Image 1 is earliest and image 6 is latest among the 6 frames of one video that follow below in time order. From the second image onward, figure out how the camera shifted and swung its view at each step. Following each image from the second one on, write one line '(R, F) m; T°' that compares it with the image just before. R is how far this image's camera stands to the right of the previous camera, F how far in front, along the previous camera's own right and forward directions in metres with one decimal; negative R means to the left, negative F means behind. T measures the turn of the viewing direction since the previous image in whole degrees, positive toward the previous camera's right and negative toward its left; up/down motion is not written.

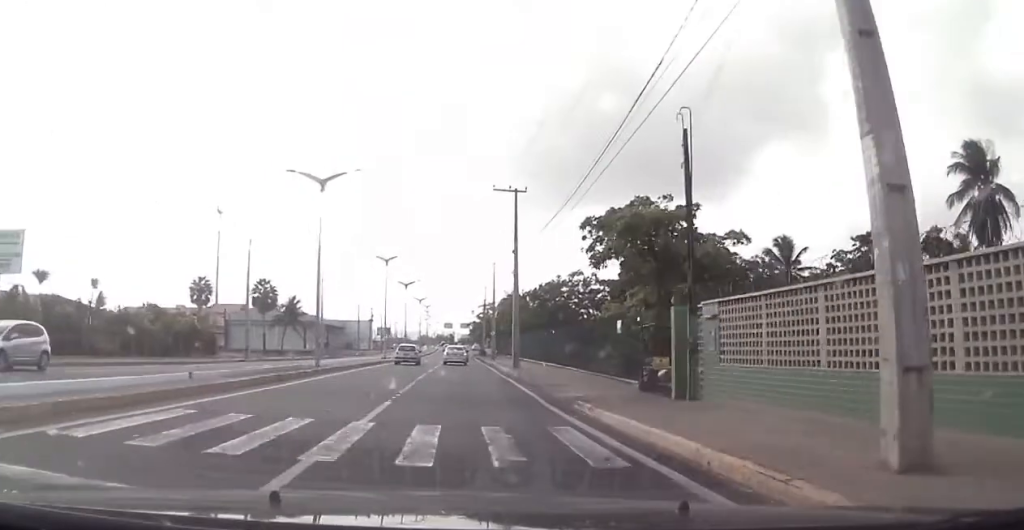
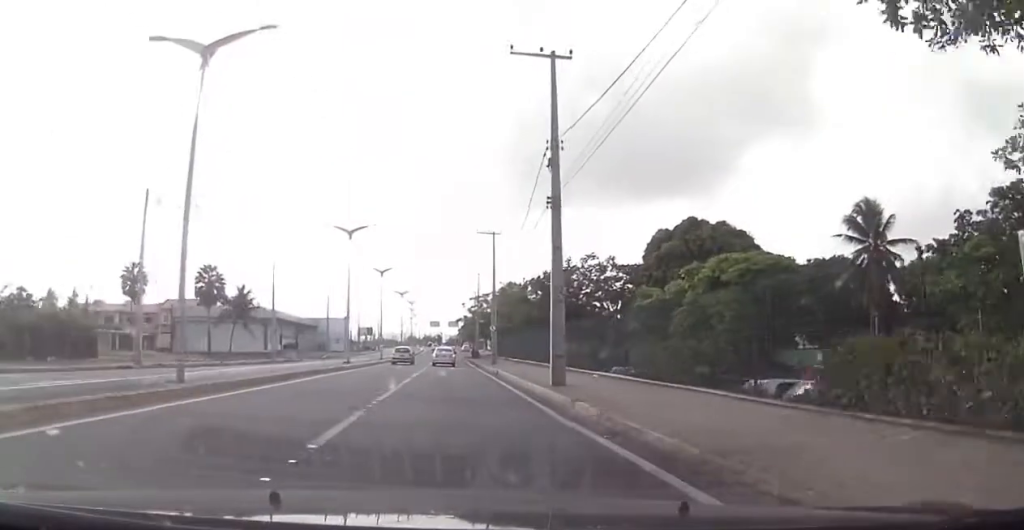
(-0.4, +18.7) m; 0°
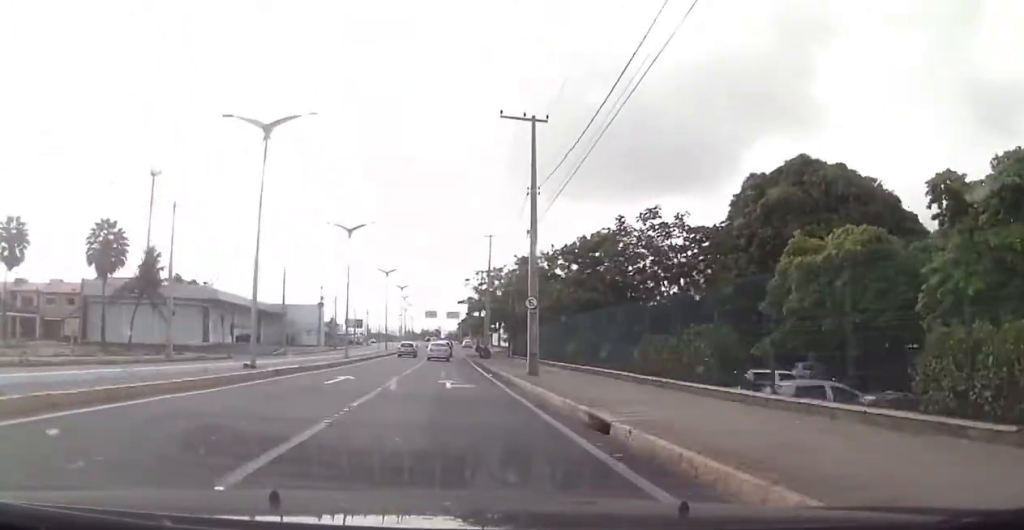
(+0.9, +26.1) m; 0°
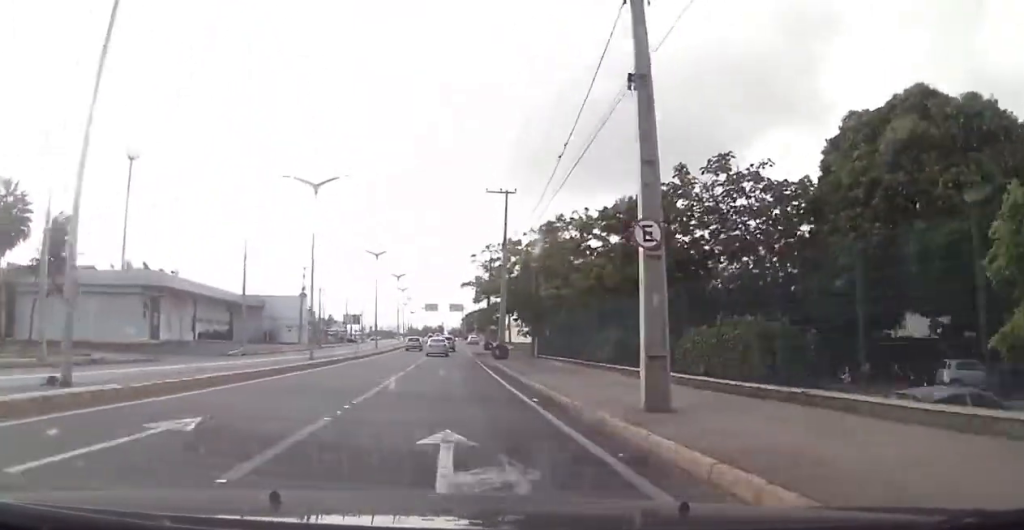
(-0.5, +15.3) m; -1°
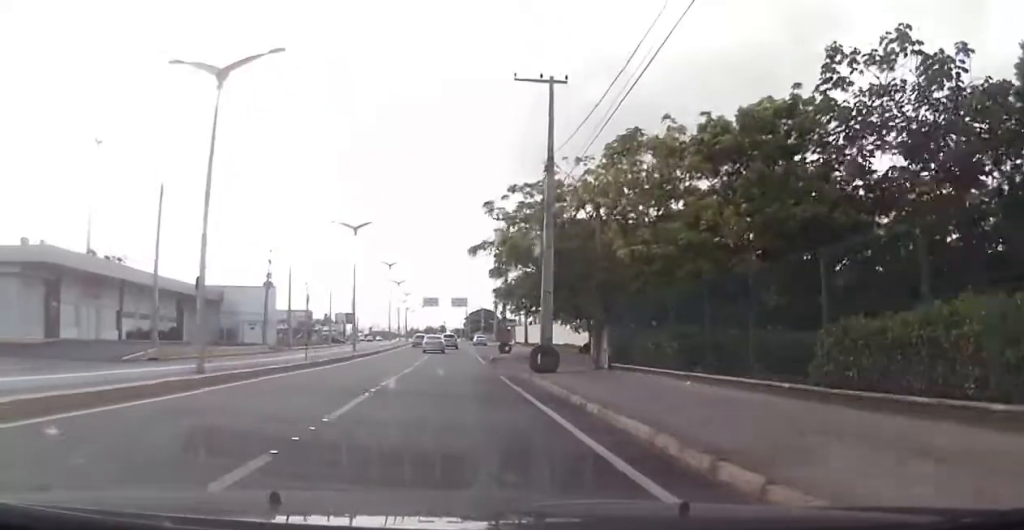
(+0.6, +19.0) m; +2°
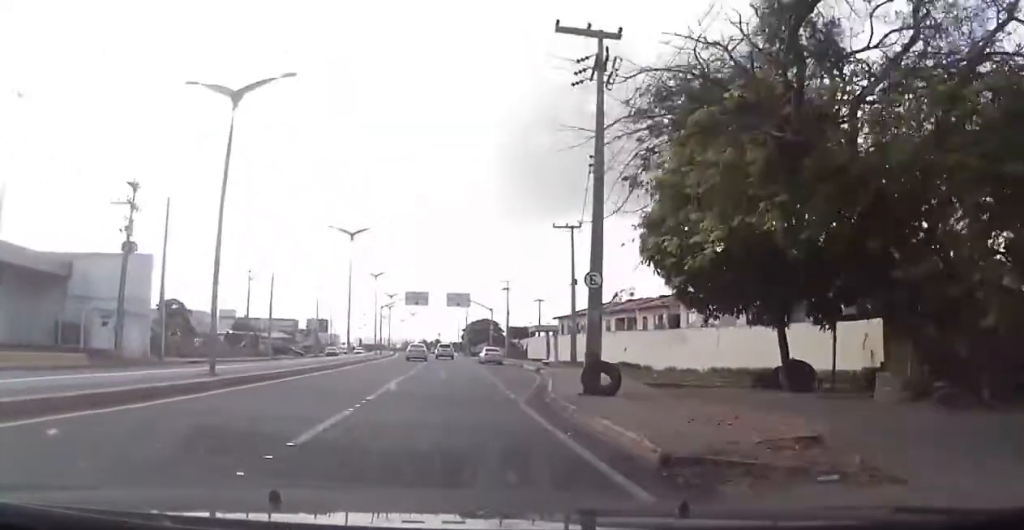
(-0.6, +33.6) m; -1°
